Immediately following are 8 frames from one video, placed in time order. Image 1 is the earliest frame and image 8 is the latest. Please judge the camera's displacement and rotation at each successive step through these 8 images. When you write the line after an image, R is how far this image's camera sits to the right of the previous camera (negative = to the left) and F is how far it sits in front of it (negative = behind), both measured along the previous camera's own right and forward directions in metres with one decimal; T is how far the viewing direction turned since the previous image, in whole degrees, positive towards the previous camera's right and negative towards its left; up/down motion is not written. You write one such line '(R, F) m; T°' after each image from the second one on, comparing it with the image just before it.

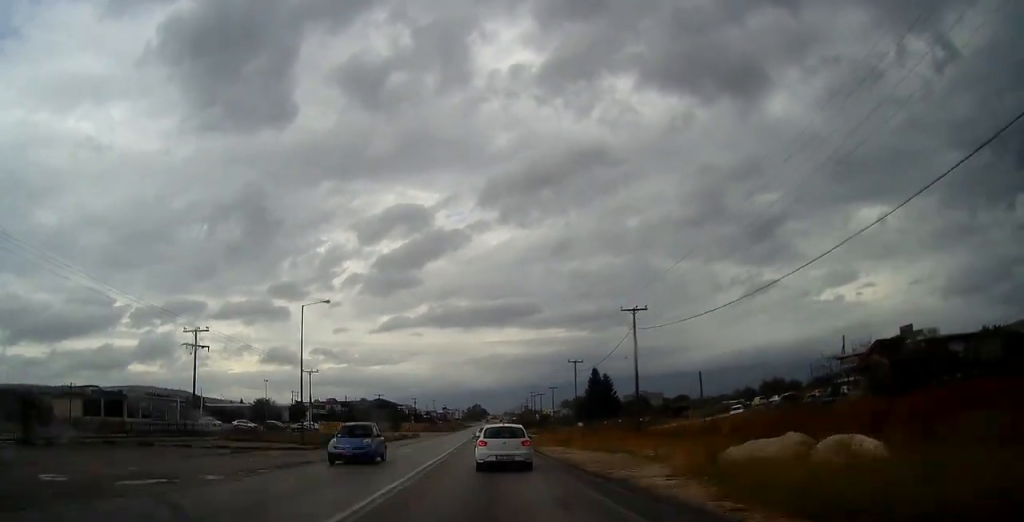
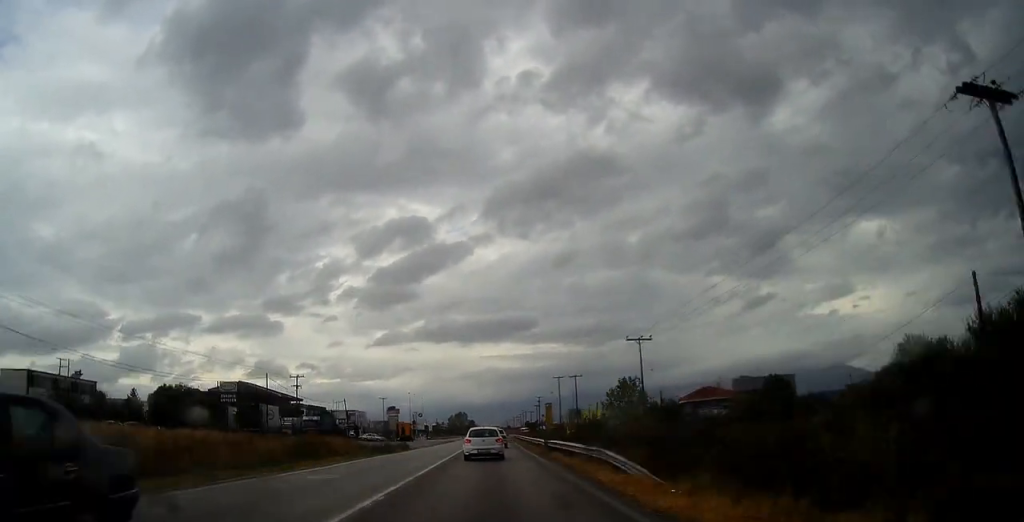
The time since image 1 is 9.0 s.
(+1.2, +144.8) m; +1°
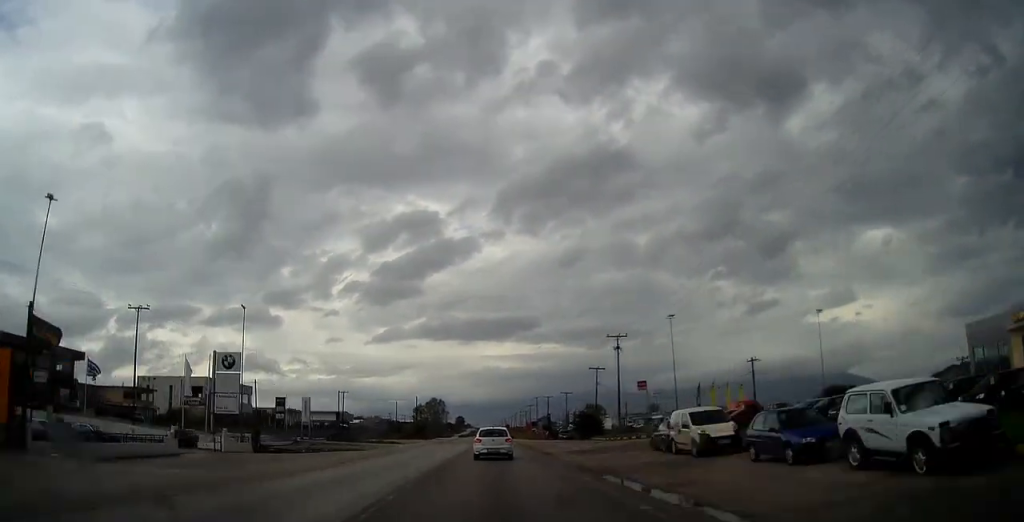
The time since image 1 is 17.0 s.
(+1.1, +140.0) m; +1°
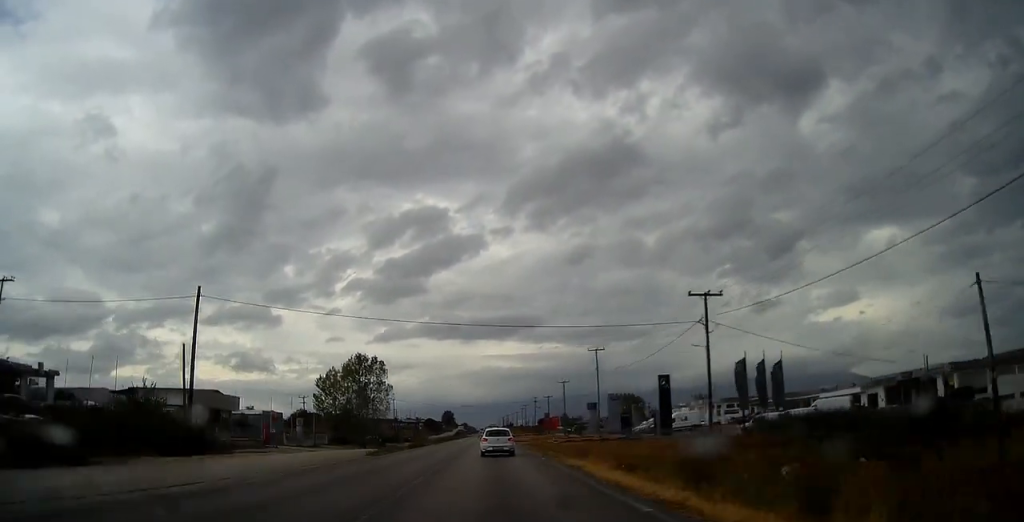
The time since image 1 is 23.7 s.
(+0.1, +123.6) m; 0°
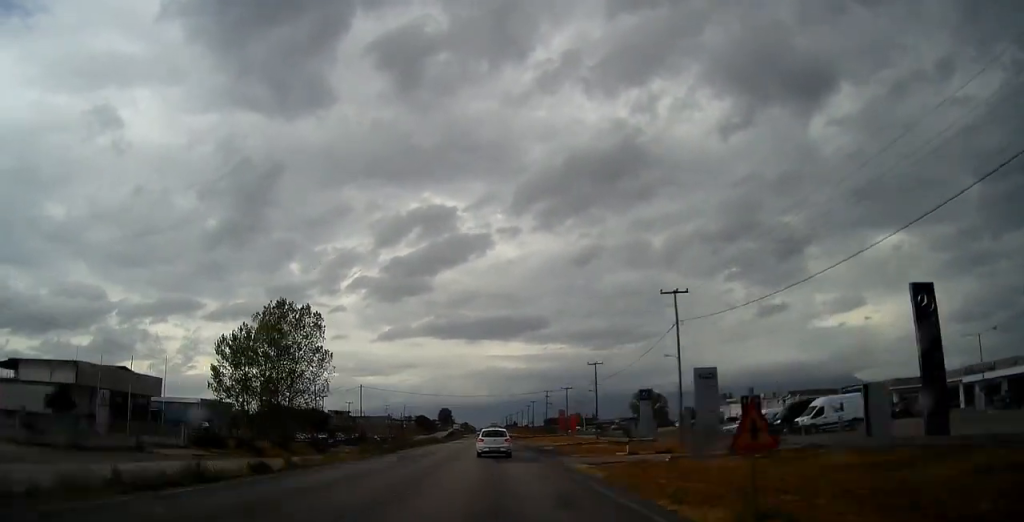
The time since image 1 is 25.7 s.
(0.0, +37.4) m; 0°
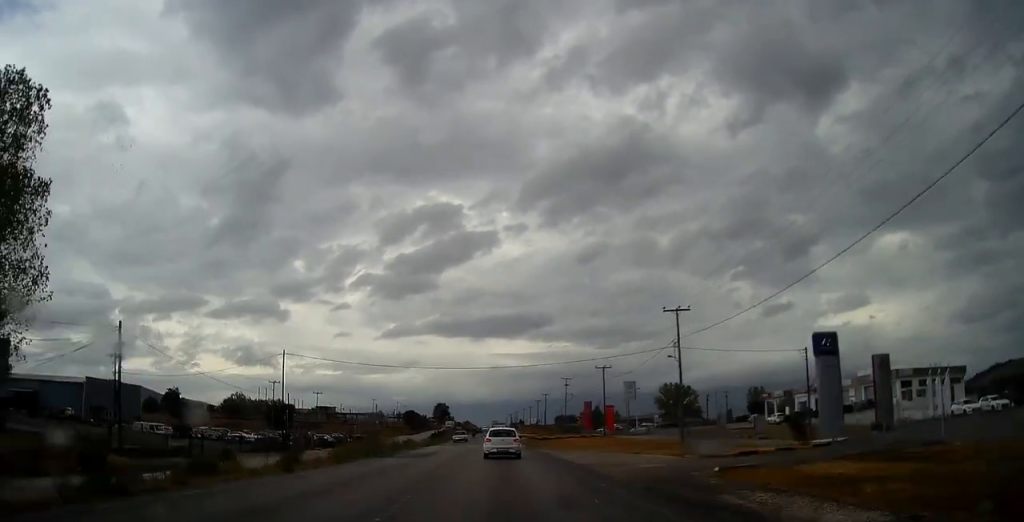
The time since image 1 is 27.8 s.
(-0.1, +40.4) m; 0°
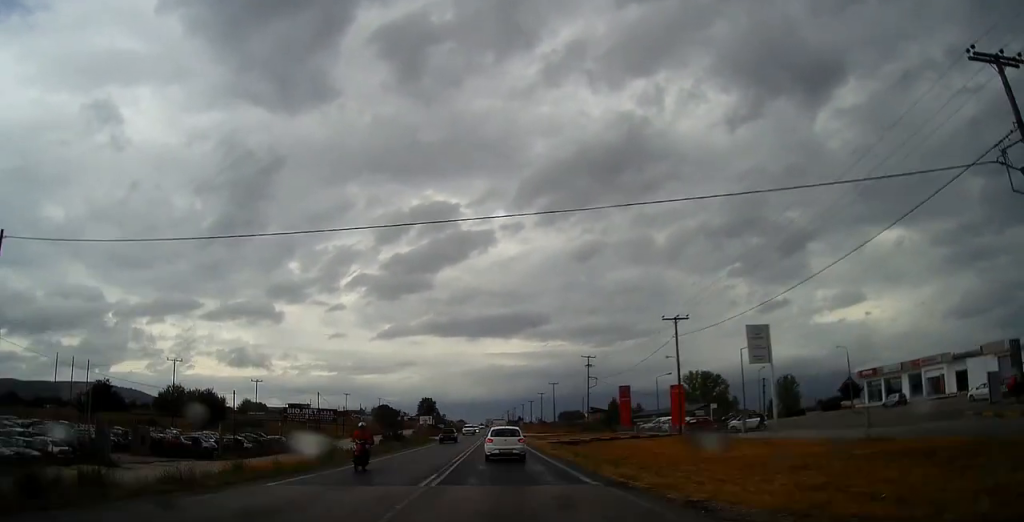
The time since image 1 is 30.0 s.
(-0.1, +40.2) m; 0°
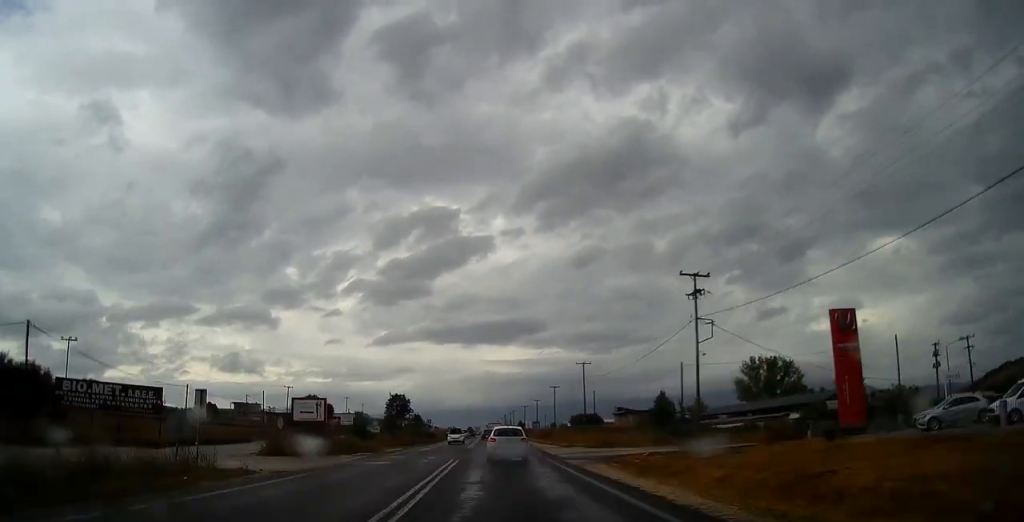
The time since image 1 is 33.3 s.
(+0.5, +60.2) m; 0°
